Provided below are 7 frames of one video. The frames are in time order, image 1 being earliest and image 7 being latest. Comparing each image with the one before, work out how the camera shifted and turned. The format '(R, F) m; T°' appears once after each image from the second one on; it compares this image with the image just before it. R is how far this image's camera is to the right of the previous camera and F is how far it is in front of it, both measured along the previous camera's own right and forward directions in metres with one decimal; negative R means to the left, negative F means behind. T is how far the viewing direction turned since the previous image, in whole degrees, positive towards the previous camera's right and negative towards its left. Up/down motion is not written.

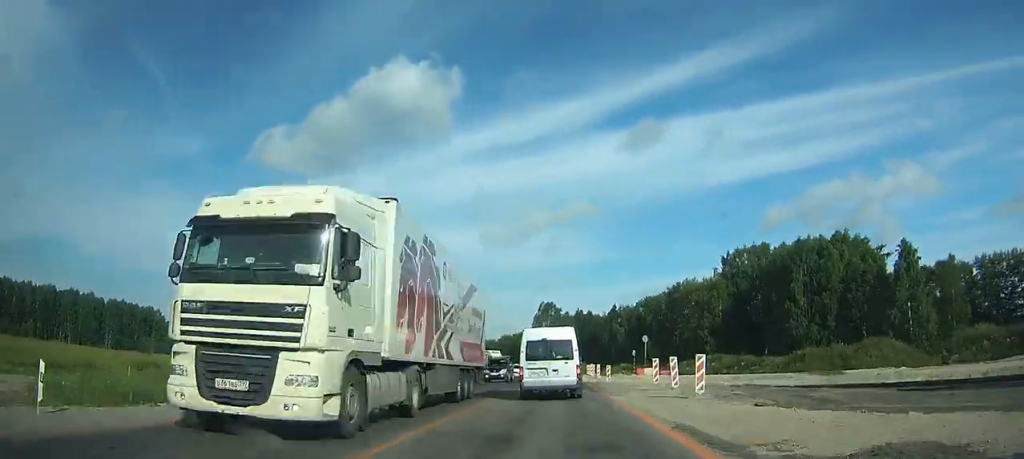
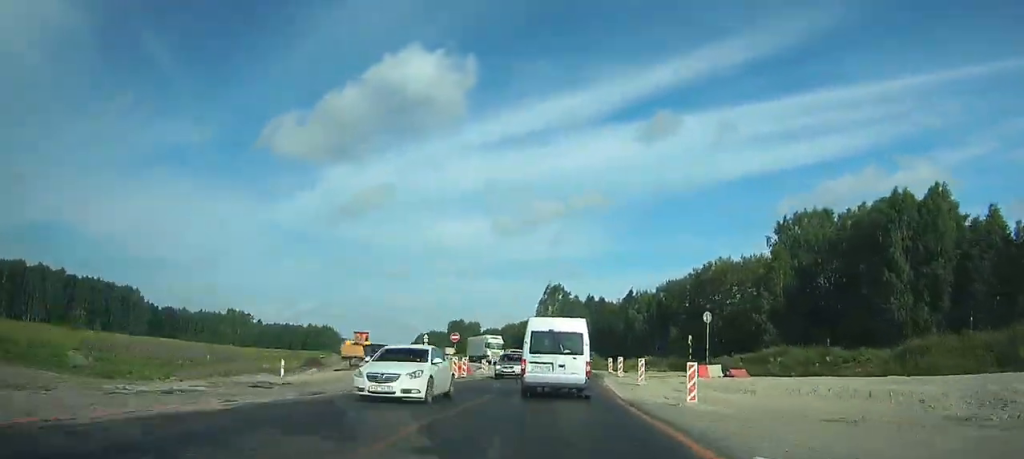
(+0.1, +23.5) m; 0°
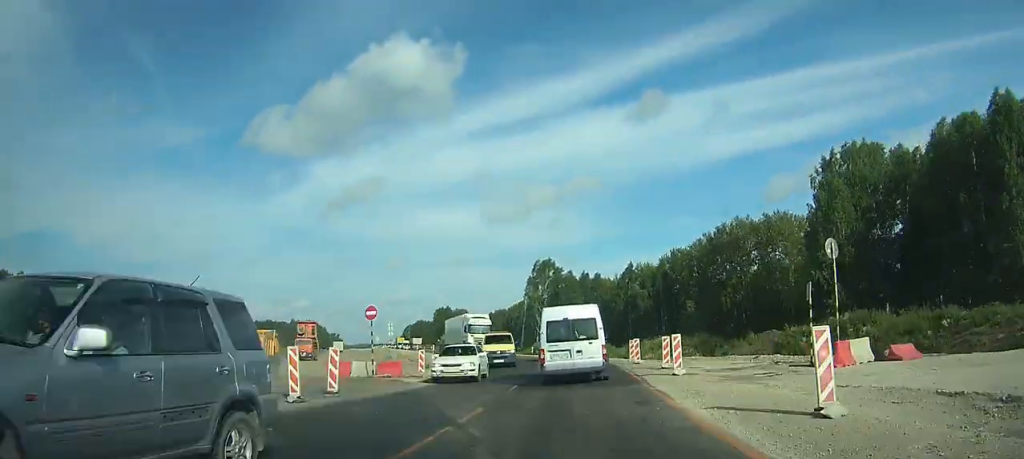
(0.0, +20.7) m; 0°
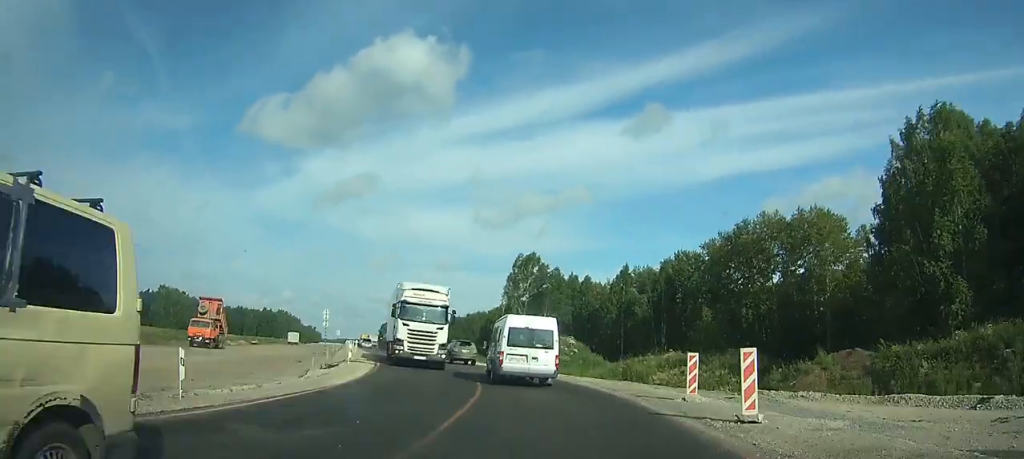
(+0.1, +20.5) m; -3°
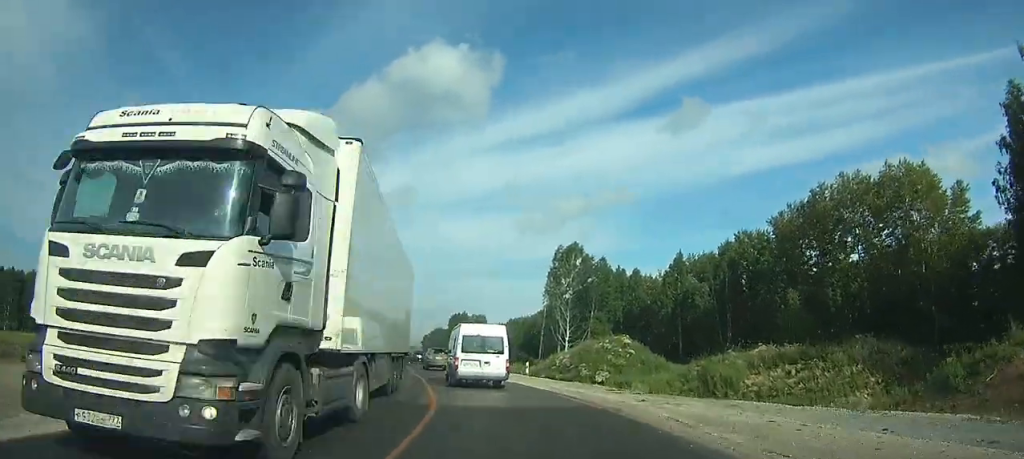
(-0.7, +15.2) m; -5°
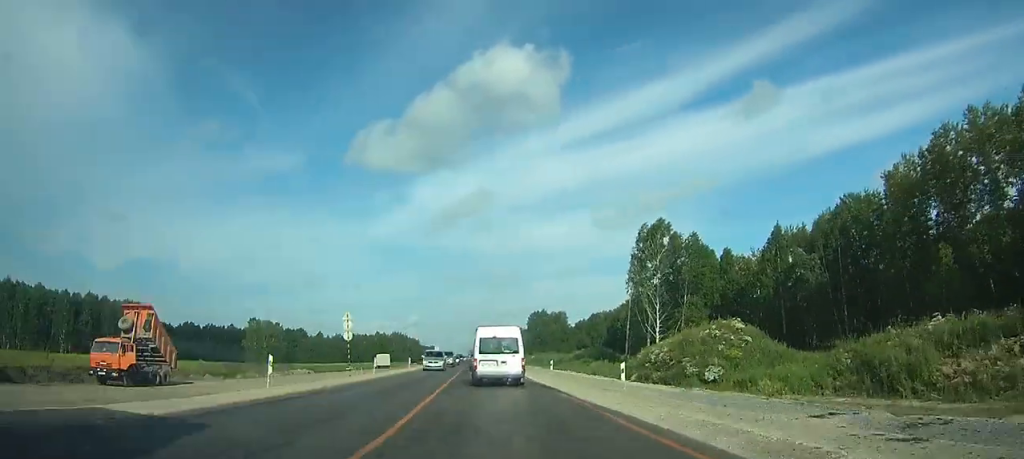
(-0.1, +13.0) m; -5°
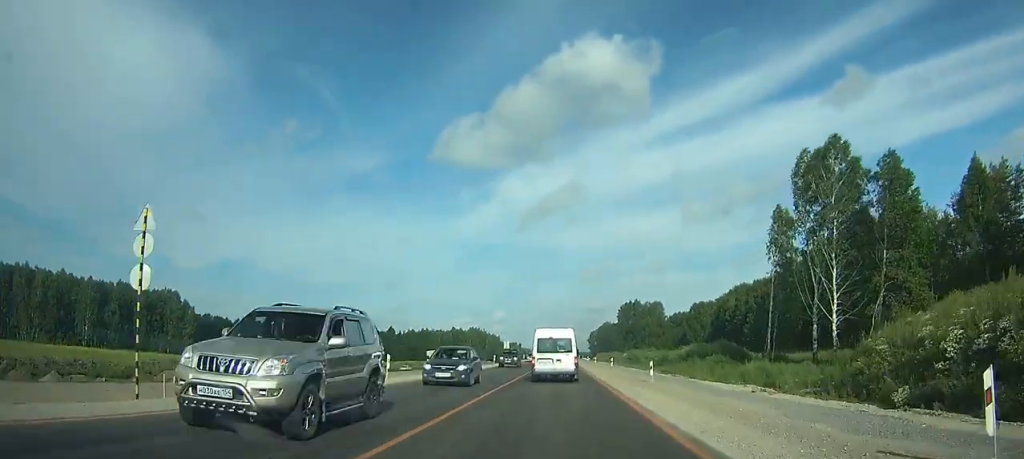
(-2.7, +30.7) m; -6°
